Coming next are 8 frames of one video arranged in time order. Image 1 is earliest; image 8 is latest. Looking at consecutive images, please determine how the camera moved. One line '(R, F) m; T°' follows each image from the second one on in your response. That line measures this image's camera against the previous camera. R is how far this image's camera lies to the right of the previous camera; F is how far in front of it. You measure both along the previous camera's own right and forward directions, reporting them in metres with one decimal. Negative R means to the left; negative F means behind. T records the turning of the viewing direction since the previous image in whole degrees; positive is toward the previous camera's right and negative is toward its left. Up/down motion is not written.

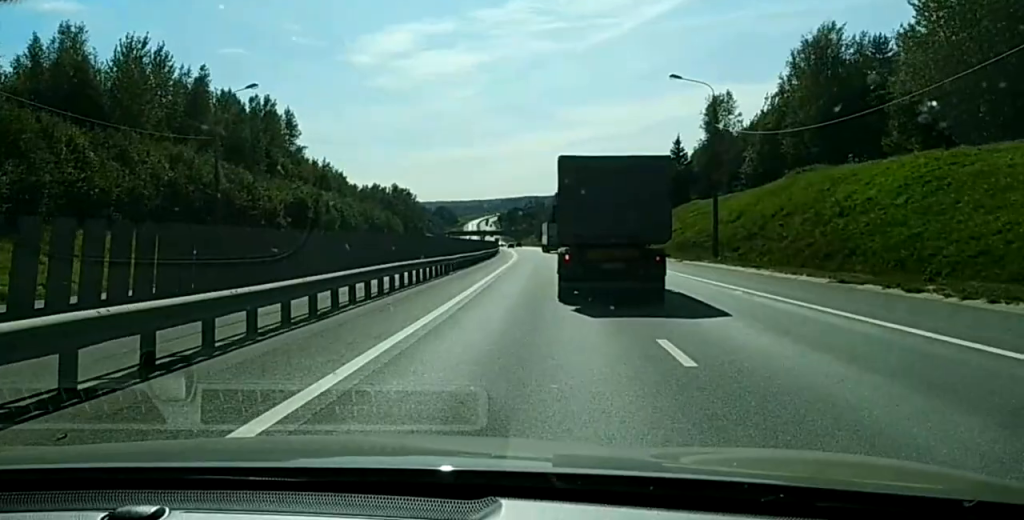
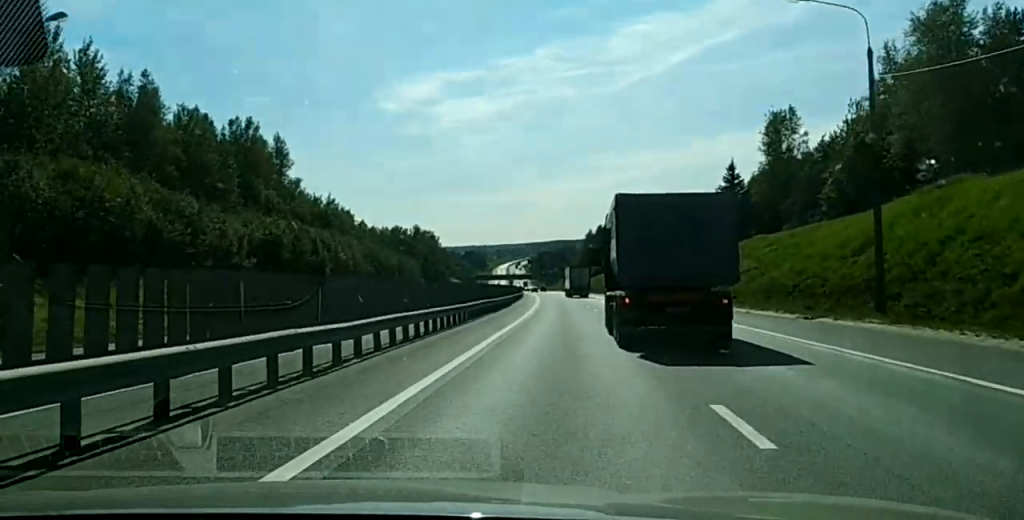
(-0.1, +26.0) m; +1°
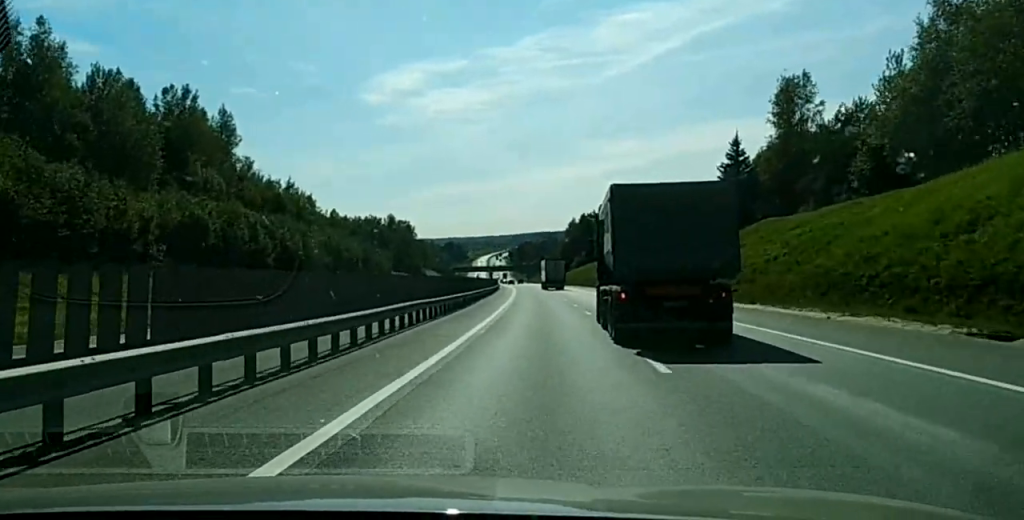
(+0.2, +17.7) m; +1°
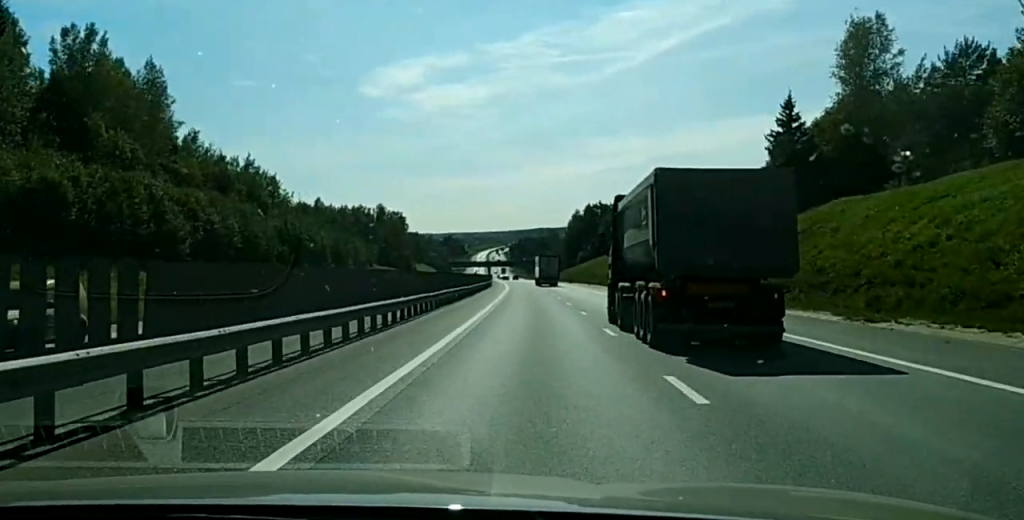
(+0.1, +27.5) m; -1°
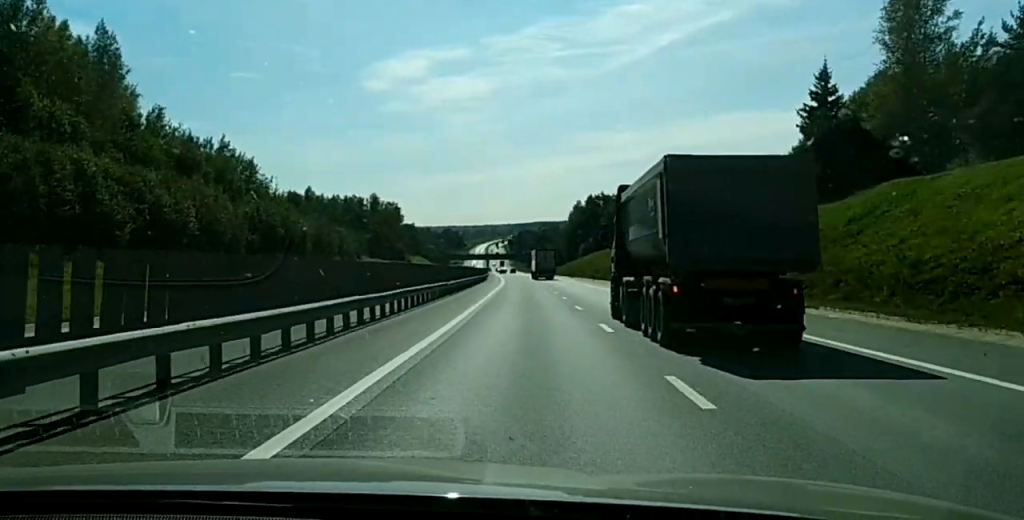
(+0.2, +12.6) m; -2°
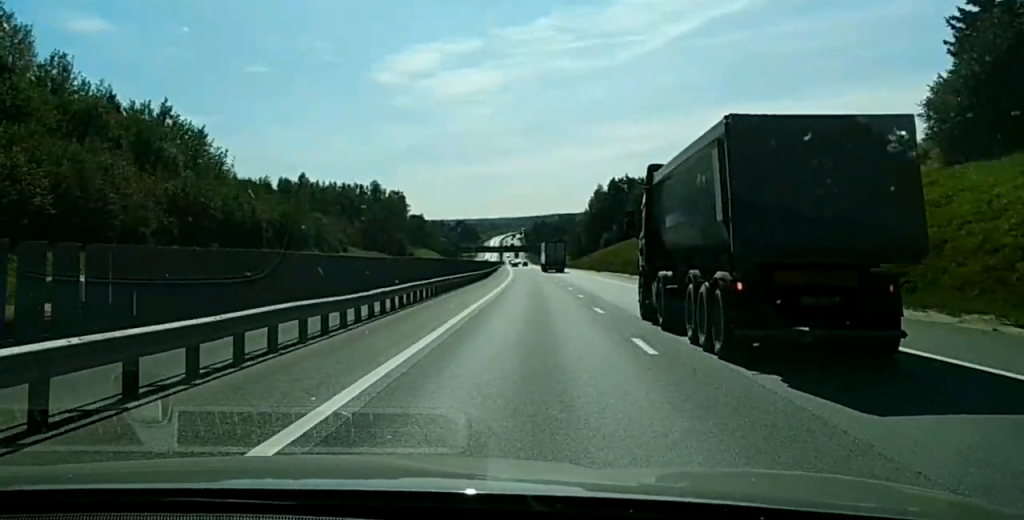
(-1.5, +31.9) m; -5°
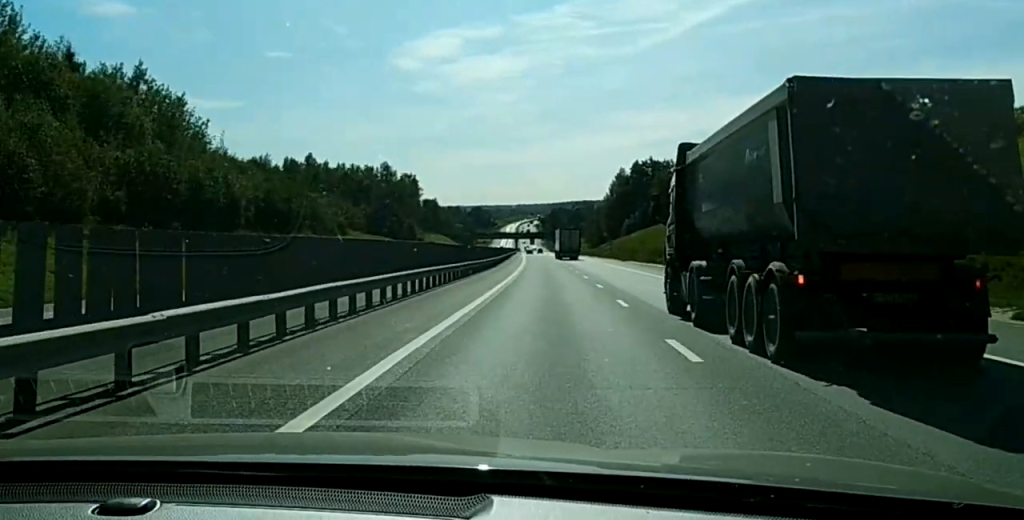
(-0.5, +15.0) m; -1°
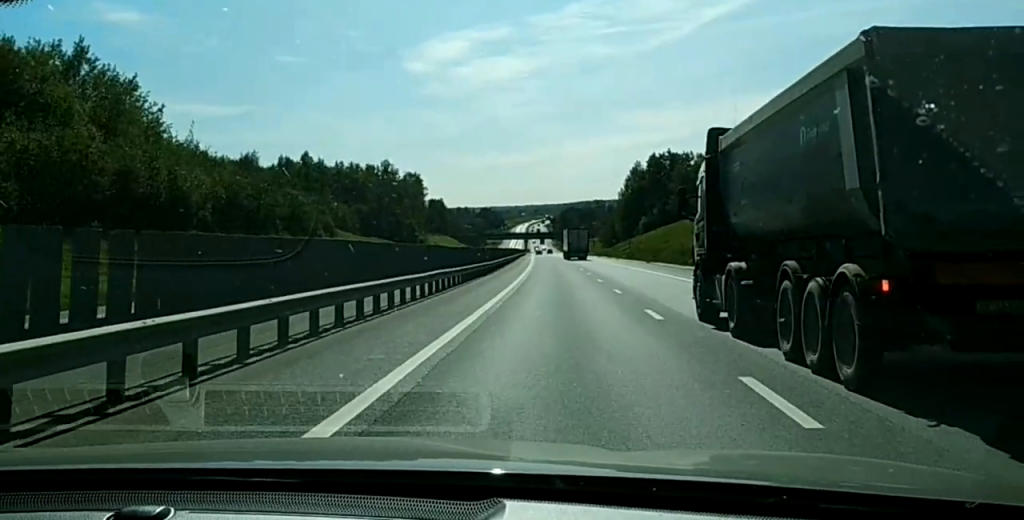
(-0.2, +17.5) m; -1°
